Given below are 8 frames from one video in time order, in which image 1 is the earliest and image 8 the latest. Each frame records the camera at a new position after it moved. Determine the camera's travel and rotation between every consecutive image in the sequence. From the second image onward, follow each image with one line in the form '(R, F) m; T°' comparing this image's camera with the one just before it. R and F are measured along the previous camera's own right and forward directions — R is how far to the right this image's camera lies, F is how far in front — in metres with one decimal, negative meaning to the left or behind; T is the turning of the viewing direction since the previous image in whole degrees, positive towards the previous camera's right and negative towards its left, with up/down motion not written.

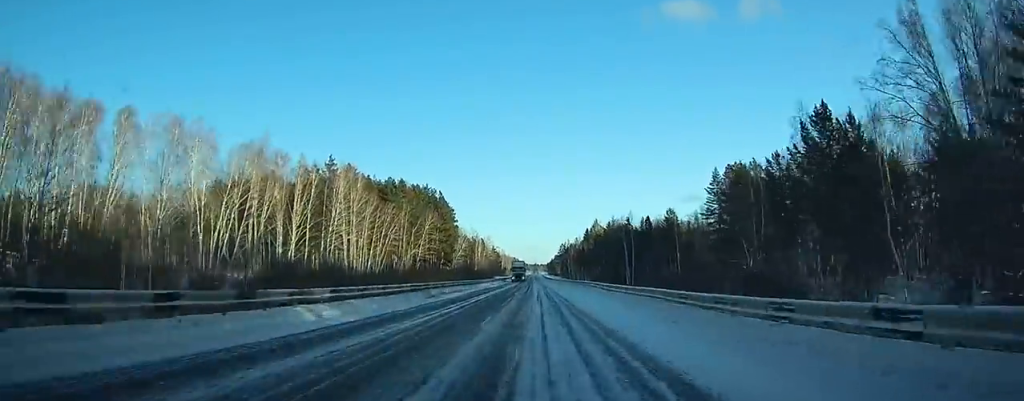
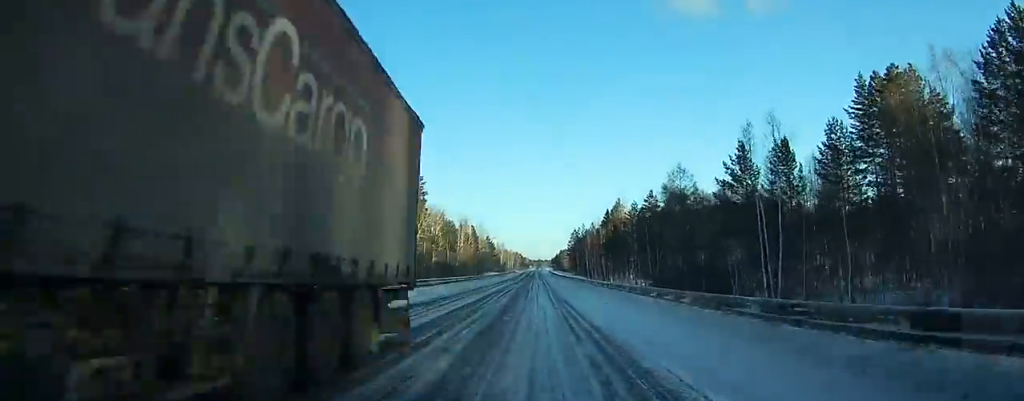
(0.0, +63.4) m; 0°
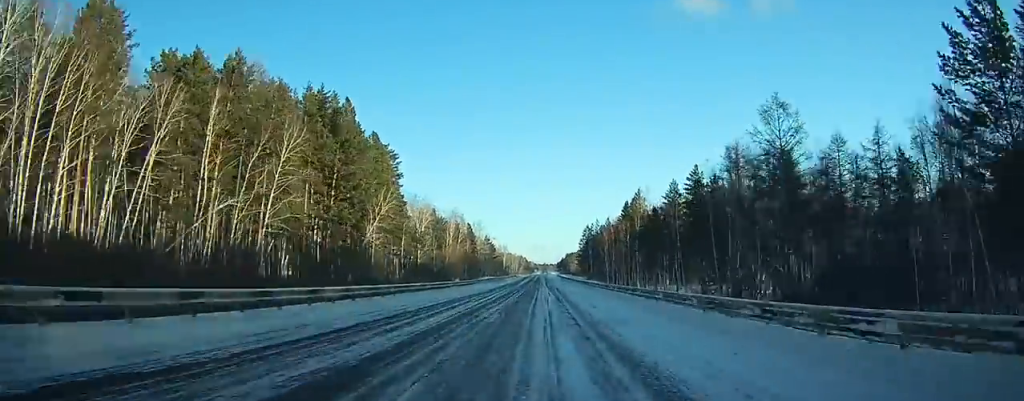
(-0.2, +31.3) m; 0°
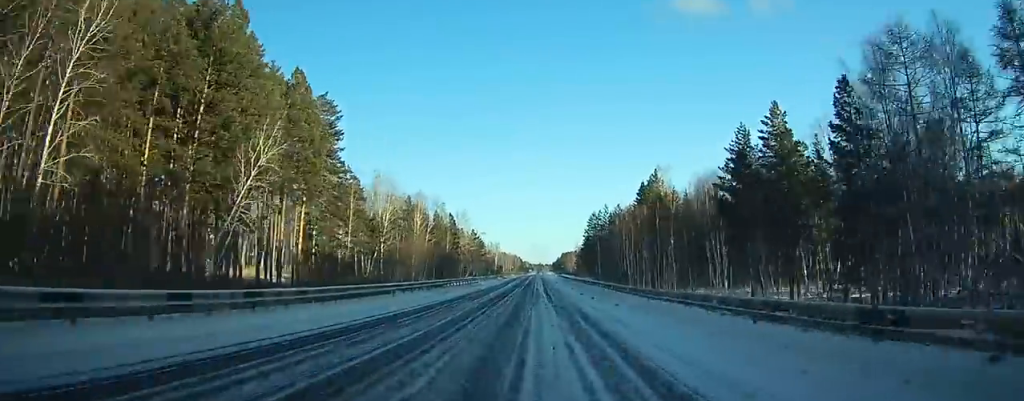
(-0.1, +33.0) m; 0°
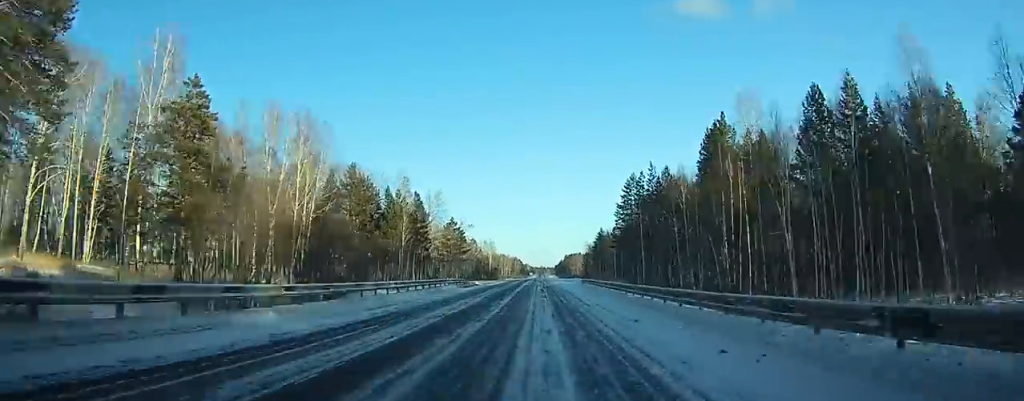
(+0.2, +54.2) m; 0°
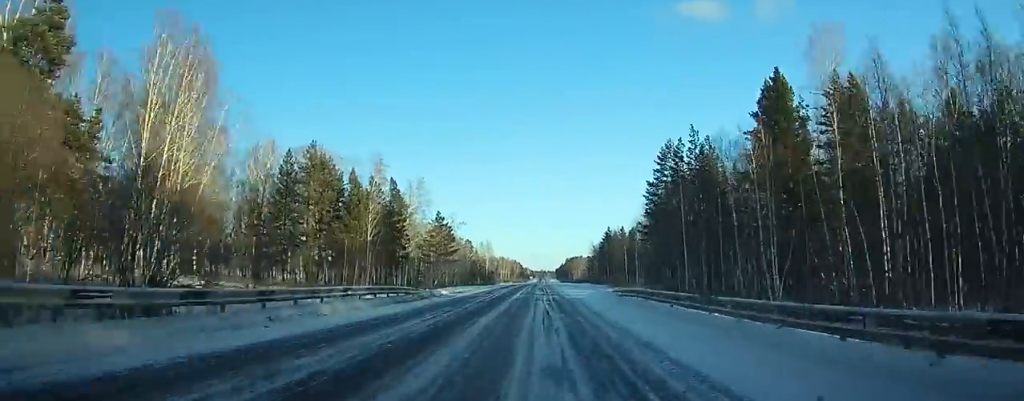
(0.0, +22.4) m; 0°
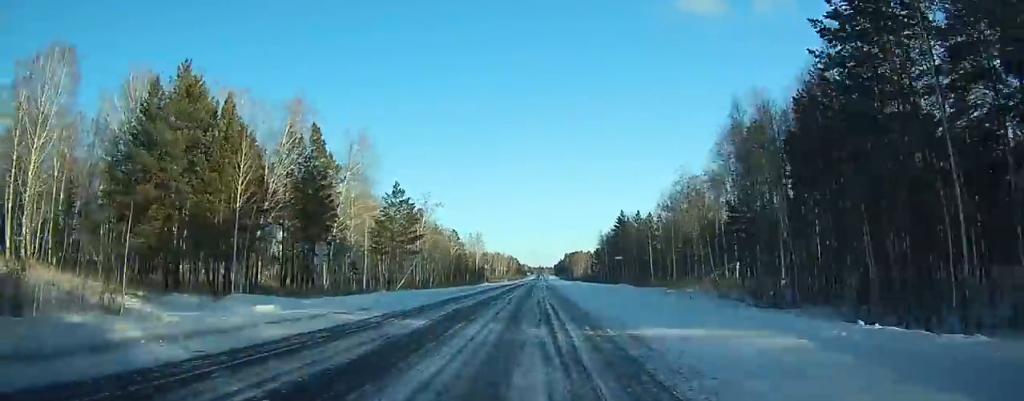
(0.0, +38.6) m; 0°
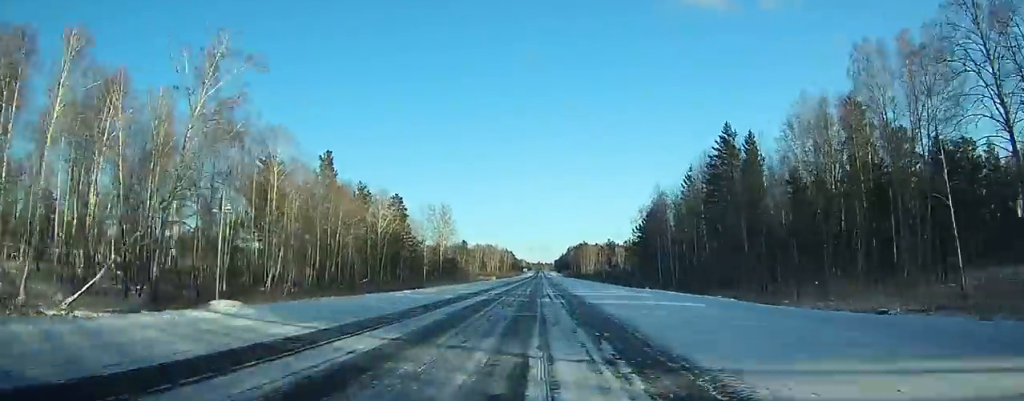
(+0.6, +93.4) m; 0°
